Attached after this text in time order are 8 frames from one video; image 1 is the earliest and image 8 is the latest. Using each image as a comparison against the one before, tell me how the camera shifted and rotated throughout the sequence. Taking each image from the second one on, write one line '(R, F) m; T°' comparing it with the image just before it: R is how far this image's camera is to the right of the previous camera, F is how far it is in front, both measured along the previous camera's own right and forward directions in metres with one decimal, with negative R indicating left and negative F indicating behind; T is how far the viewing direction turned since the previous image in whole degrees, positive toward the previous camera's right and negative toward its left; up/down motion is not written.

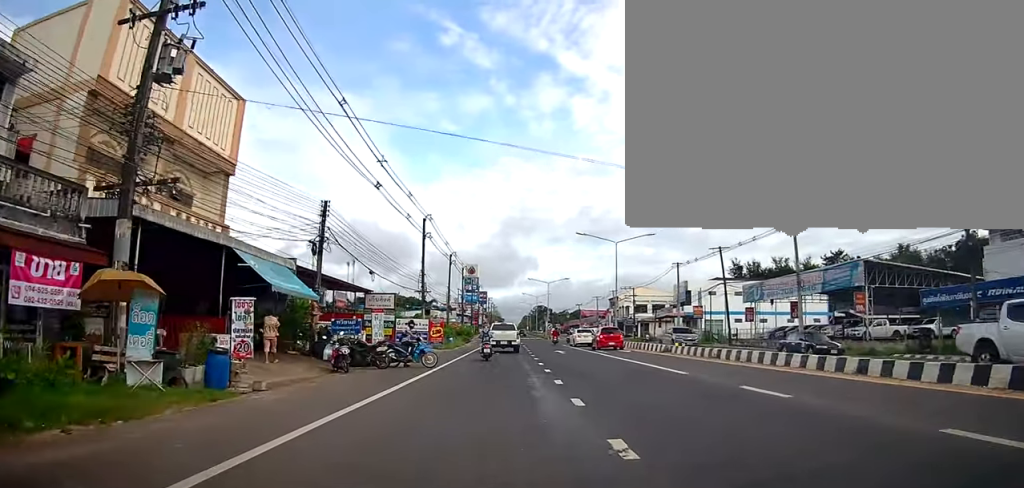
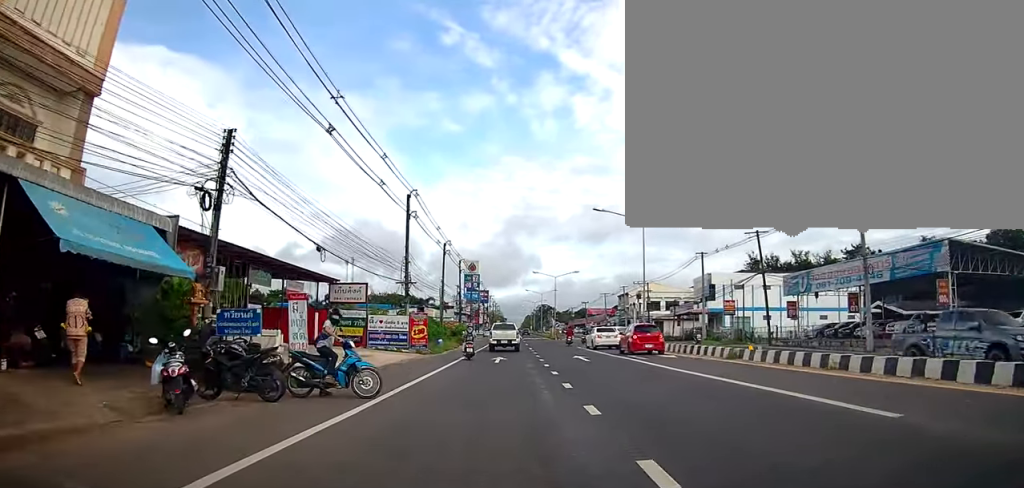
(-0.6, +8.9) m; -1°
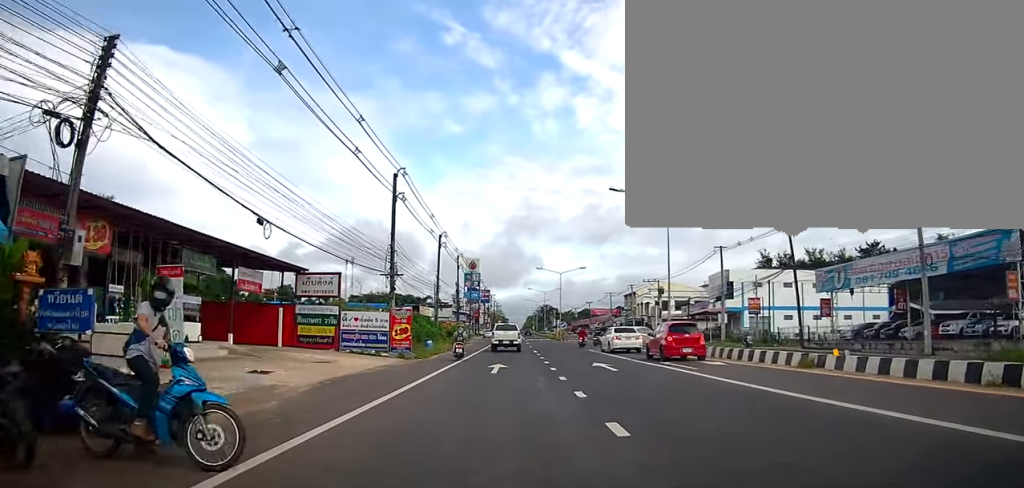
(-0.1, +5.6) m; +1°
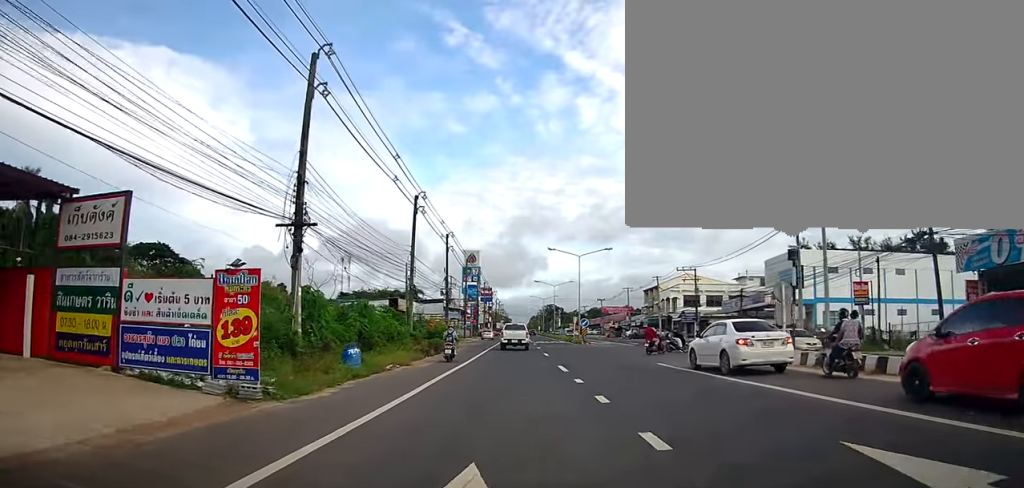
(+1.1, +16.5) m; +4°
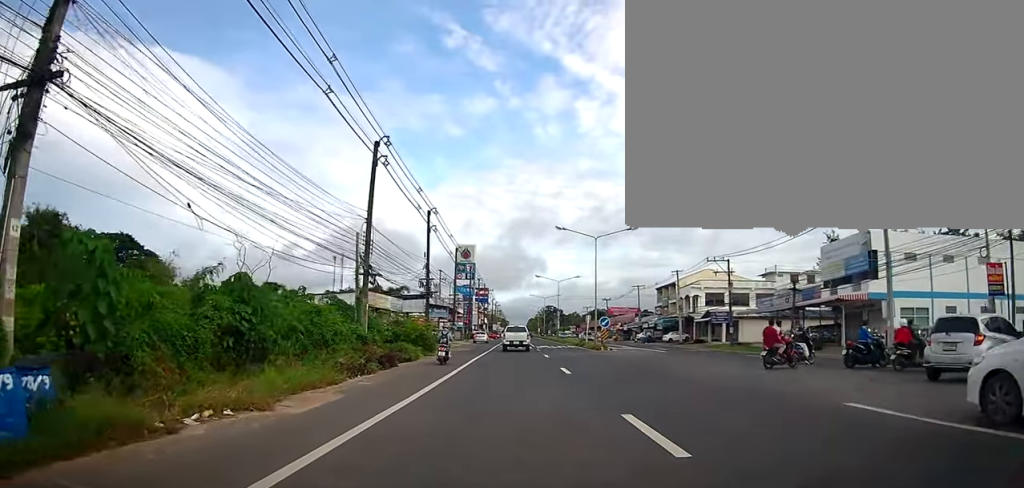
(0.0, +12.0) m; 0°
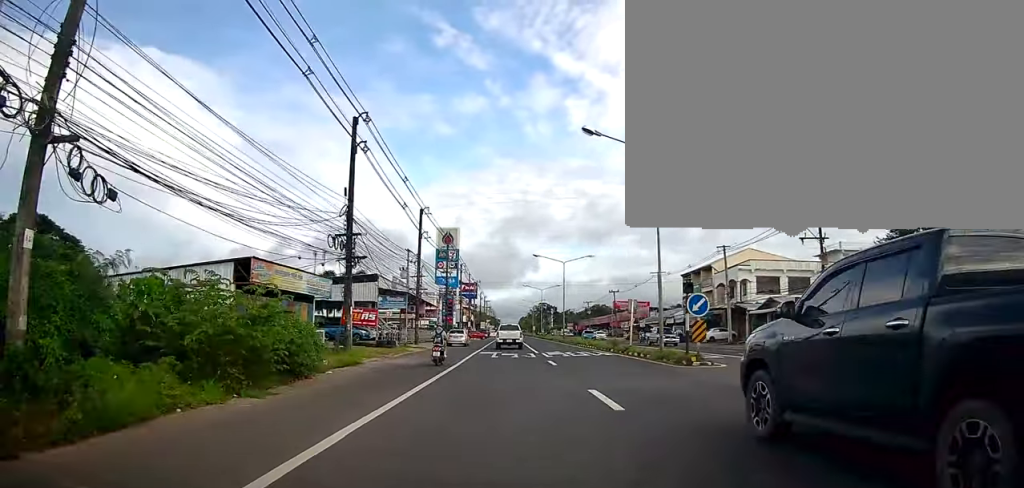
(0.0, +20.8) m; 0°
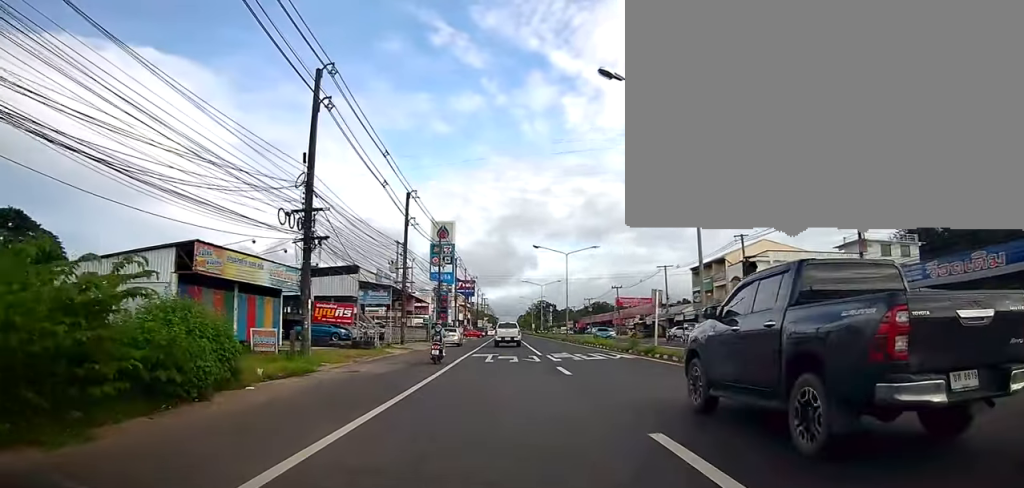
(0.0, +5.3) m; 0°
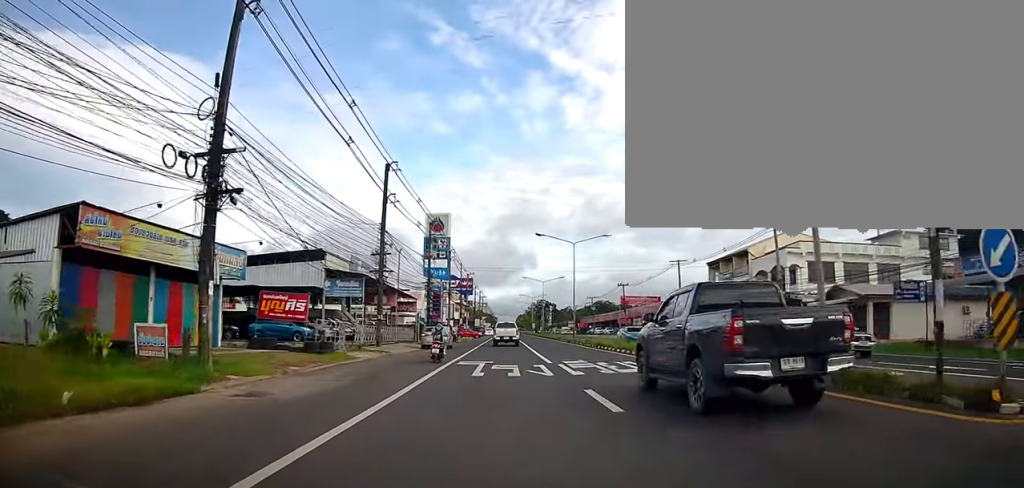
(0.0, +7.3) m; 0°
